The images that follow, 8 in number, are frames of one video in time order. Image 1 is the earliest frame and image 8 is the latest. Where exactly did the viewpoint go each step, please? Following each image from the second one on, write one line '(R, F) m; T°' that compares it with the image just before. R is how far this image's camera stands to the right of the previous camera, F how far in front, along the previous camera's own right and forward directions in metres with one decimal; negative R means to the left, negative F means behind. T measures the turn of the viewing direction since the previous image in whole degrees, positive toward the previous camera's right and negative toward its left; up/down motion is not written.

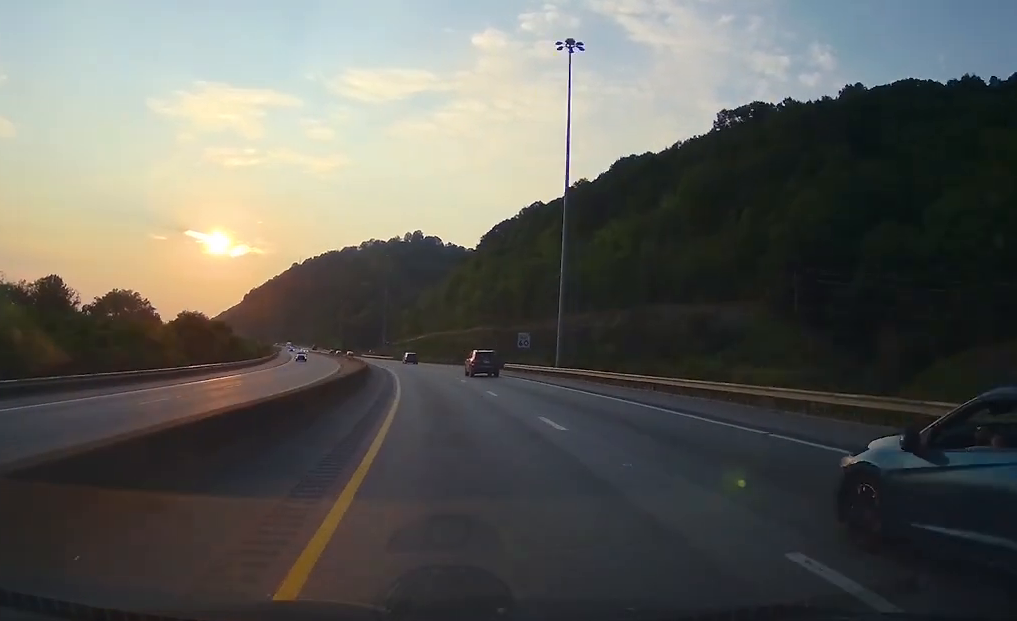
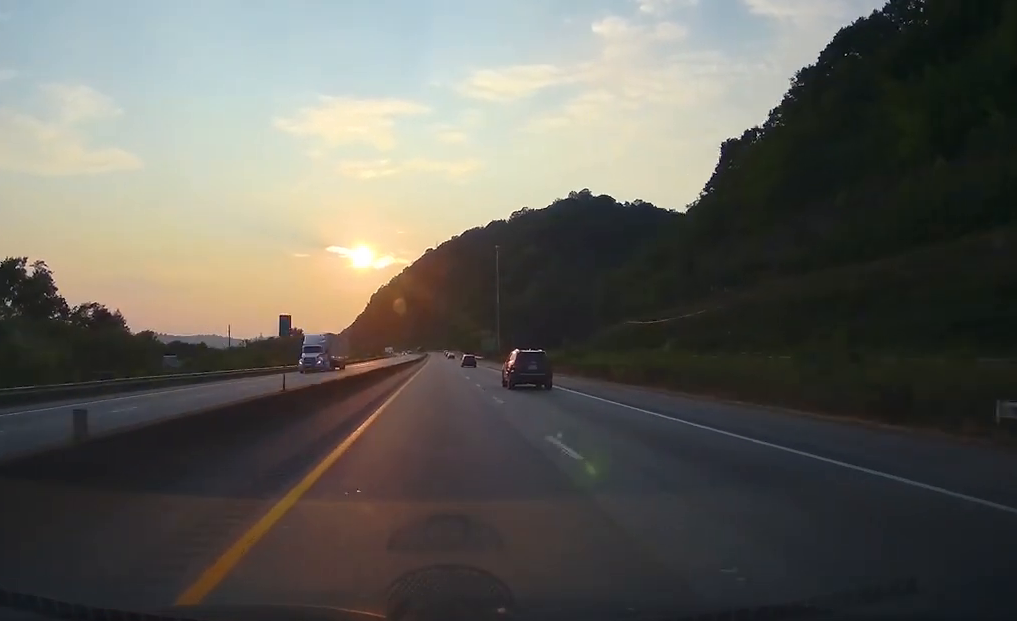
(-26.7, +236.5) m; -9°
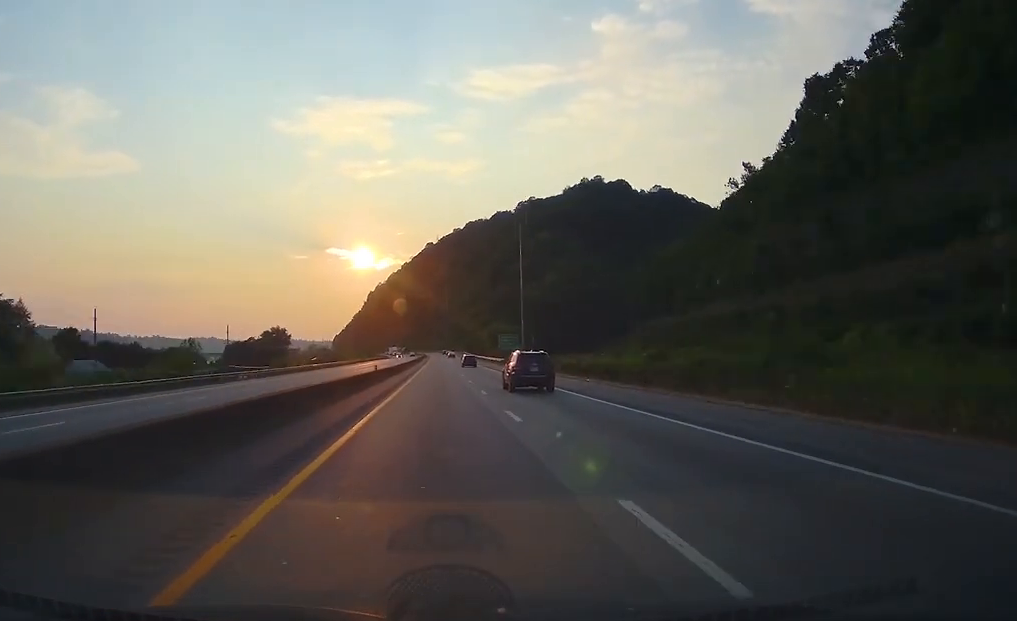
(-0.2, +81.5) m; -1°
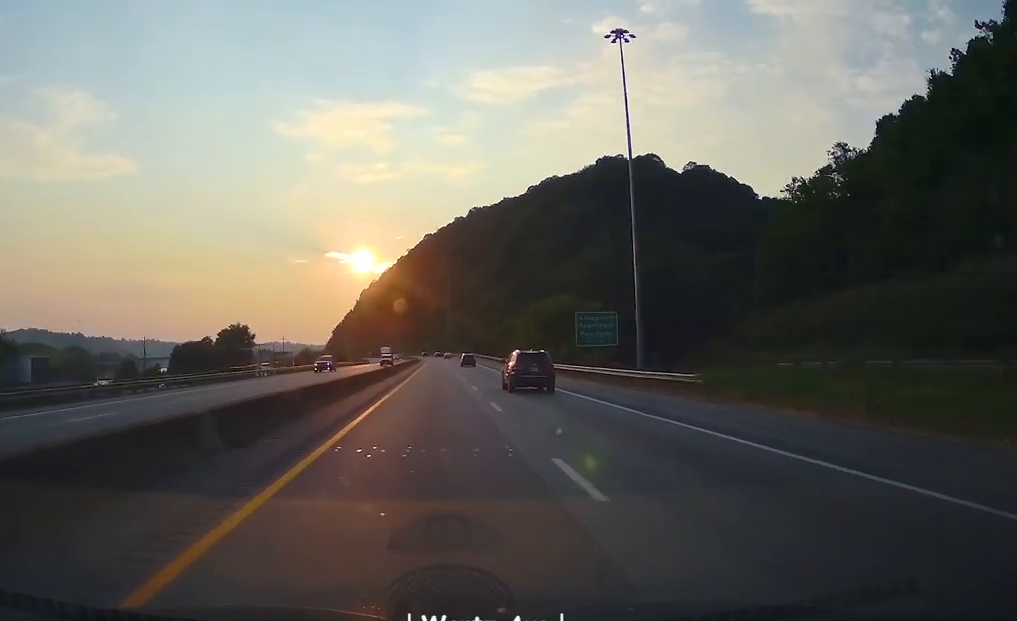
(+0.1, +119.9) m; -2°
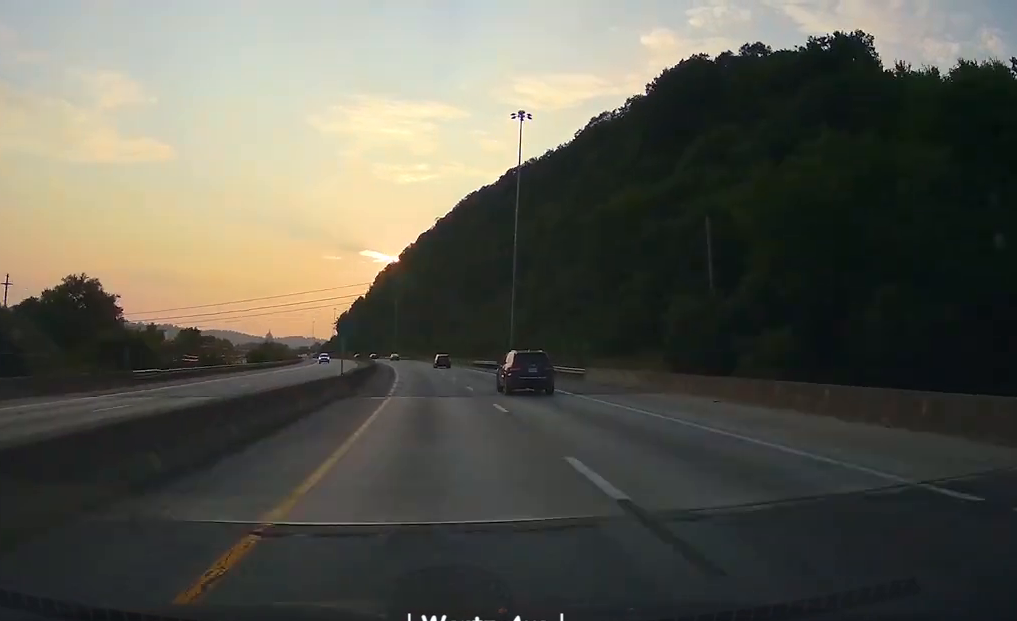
(-9.4, +171.9) m; -7°
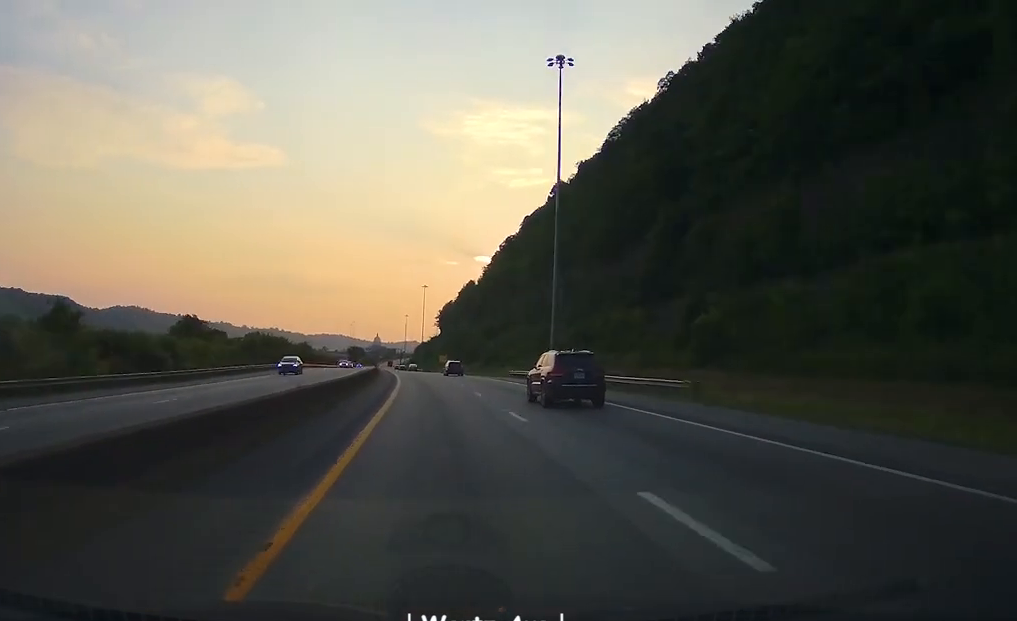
(-7.1, +124.3) m; -5°
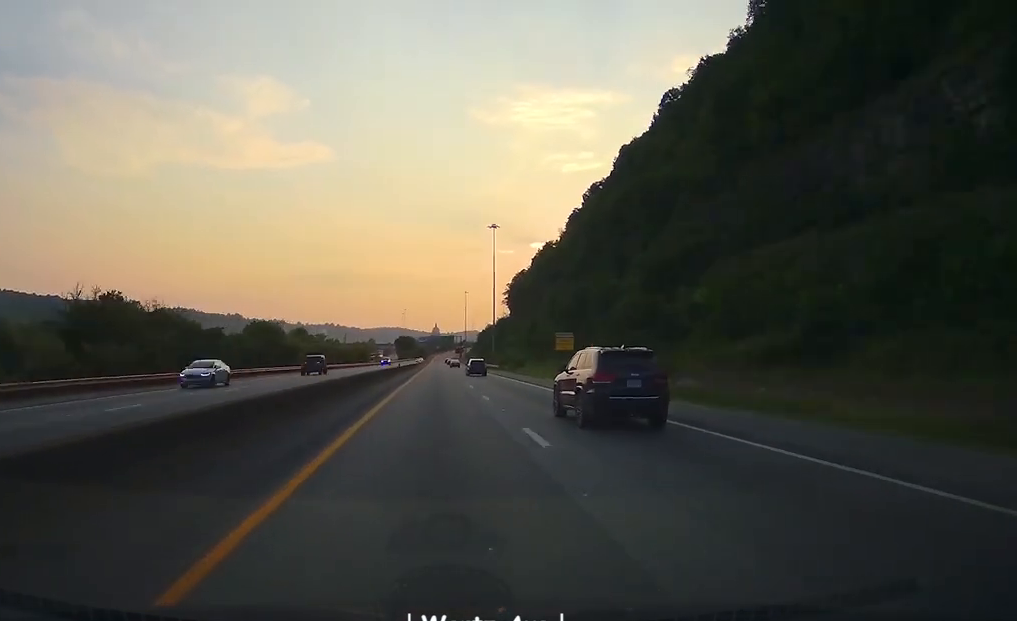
(-2.0, +87.8) m; -1°
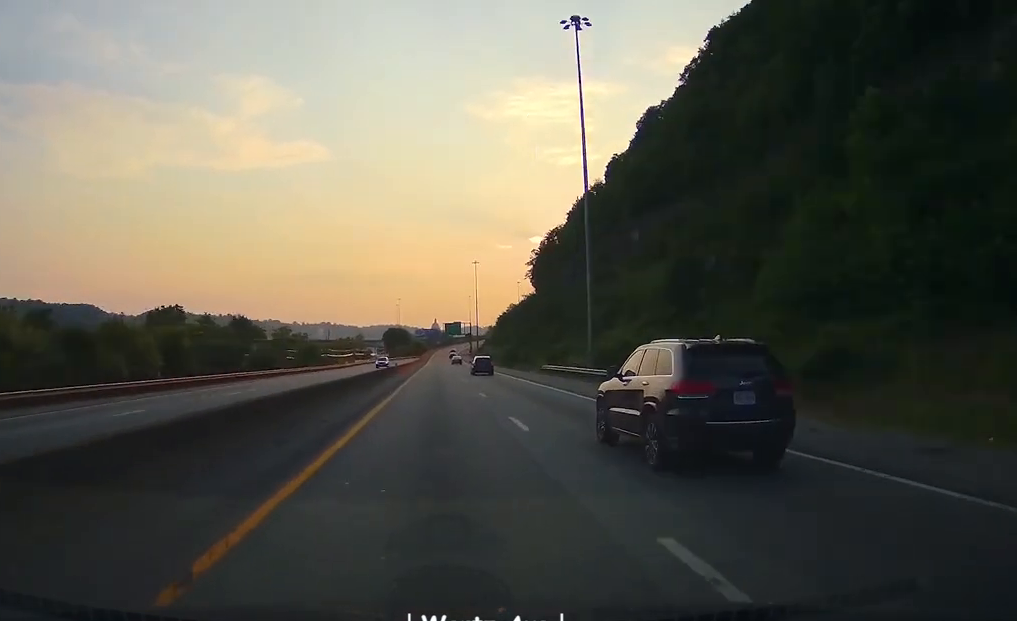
(-0.9, +87.9) m; 0°
